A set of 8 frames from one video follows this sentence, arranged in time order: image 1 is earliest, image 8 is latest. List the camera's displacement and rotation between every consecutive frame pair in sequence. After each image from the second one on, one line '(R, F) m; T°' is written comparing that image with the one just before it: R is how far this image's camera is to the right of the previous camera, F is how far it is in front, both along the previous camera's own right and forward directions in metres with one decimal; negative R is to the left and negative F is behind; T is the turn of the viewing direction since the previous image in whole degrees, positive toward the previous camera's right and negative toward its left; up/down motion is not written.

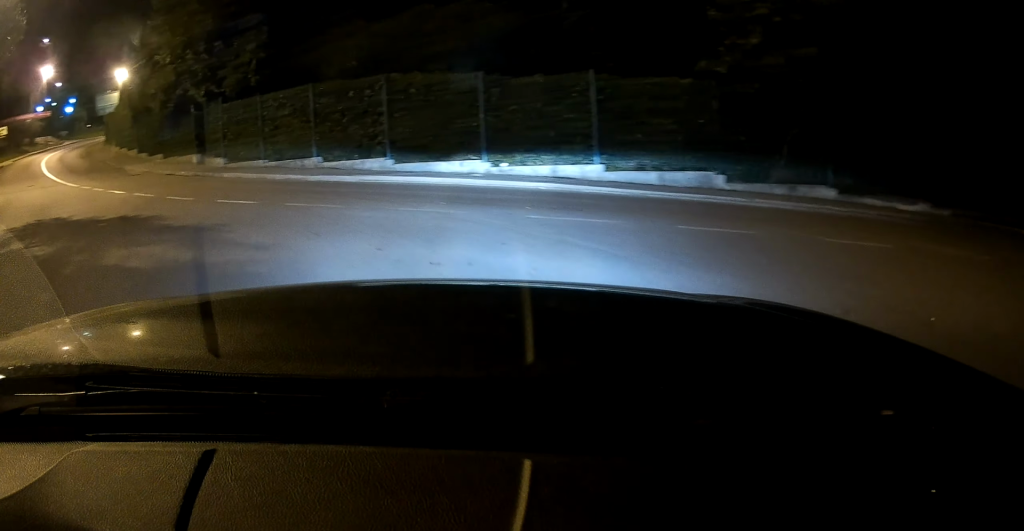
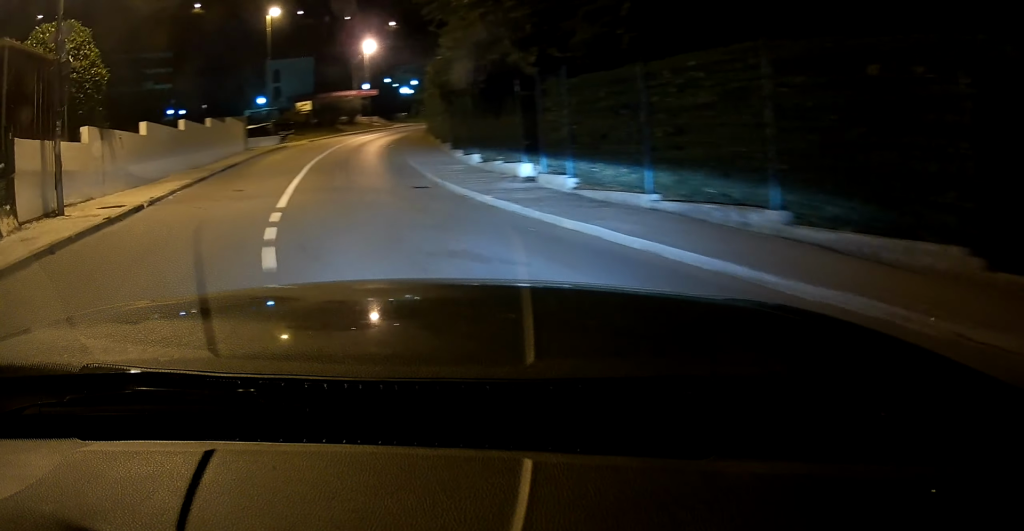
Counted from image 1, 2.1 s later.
(-2.5, +11.0) m; -23°
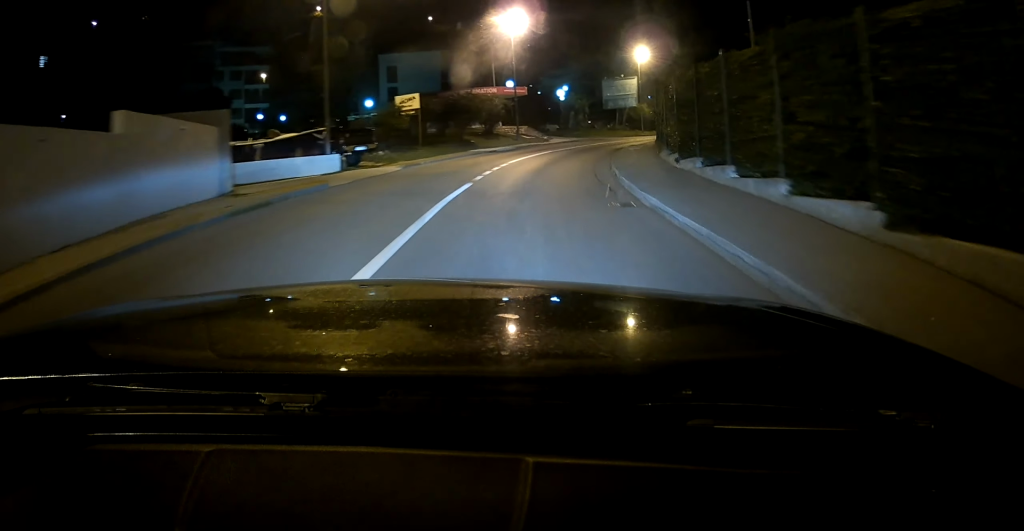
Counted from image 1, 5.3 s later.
(-3.5, +22.2) m; -8°
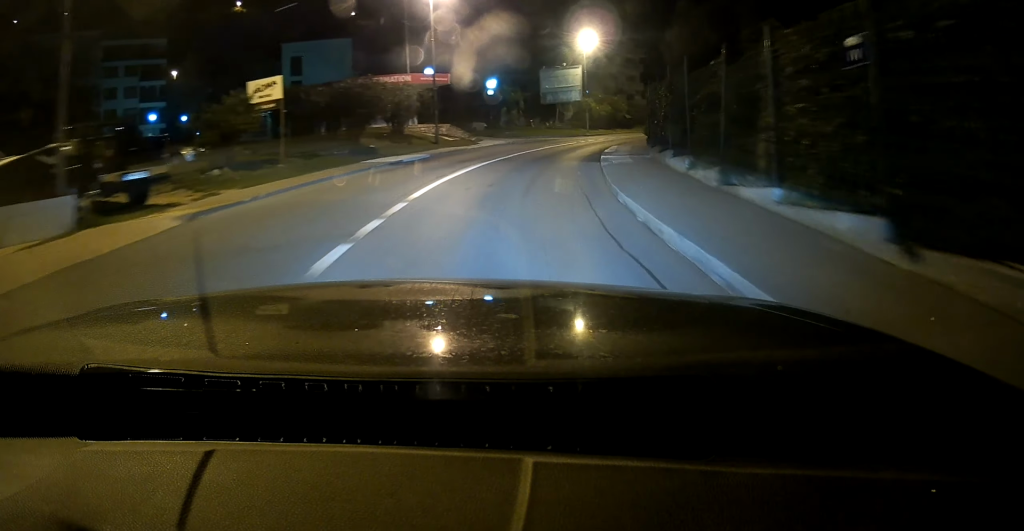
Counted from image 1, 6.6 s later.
(0.0, +10.7) m; +3°
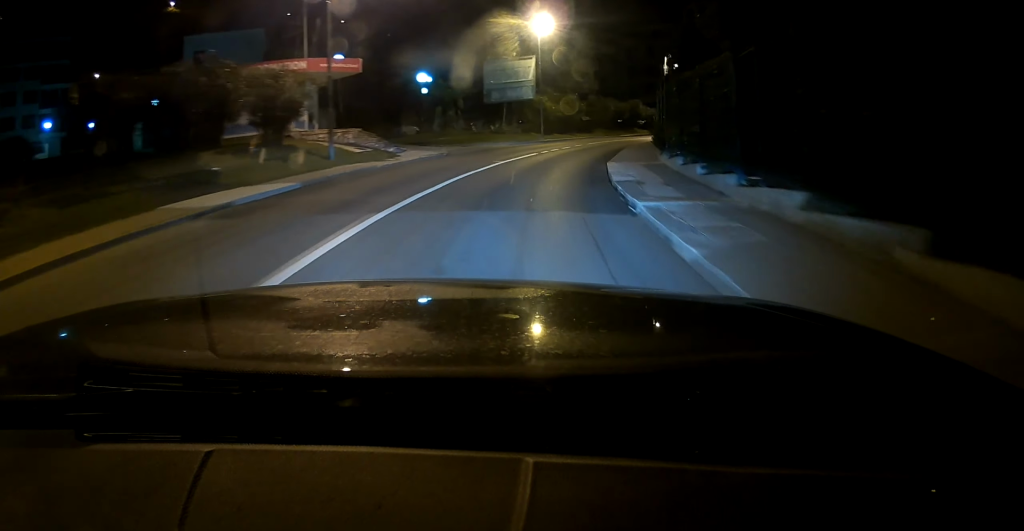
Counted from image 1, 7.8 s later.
(+0.4, +11.0) m; +6°
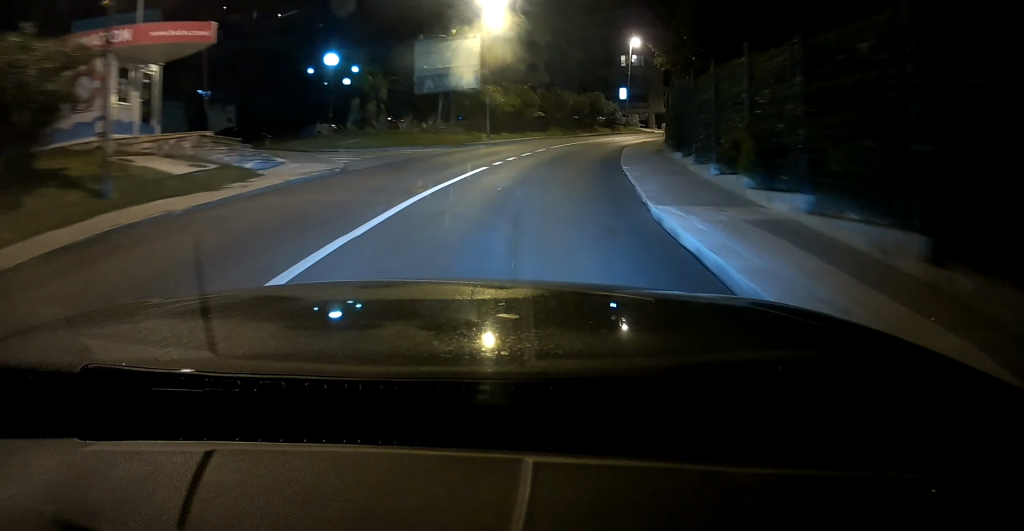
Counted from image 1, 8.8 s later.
(+0.2, +9.9) m; +5°
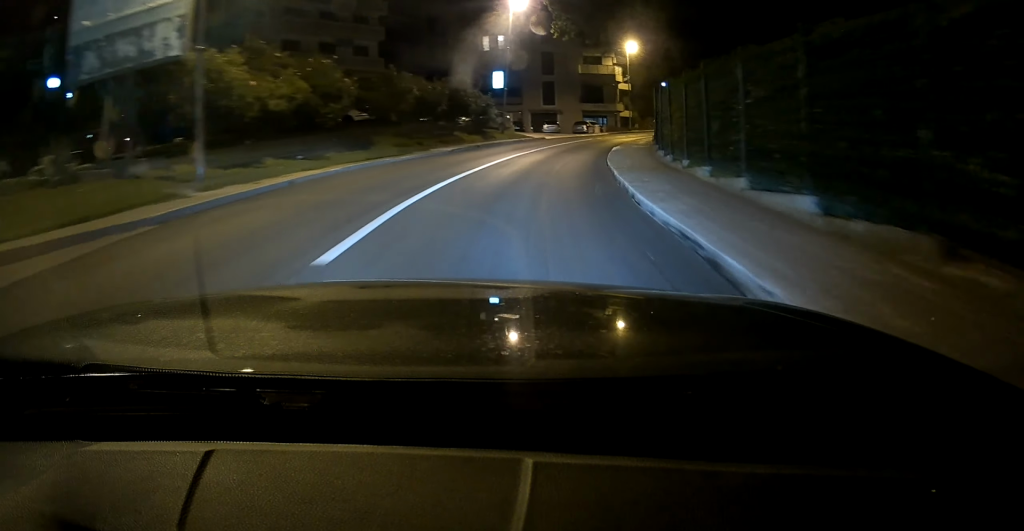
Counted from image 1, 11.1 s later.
(+3.0, +22.3) m; +13°
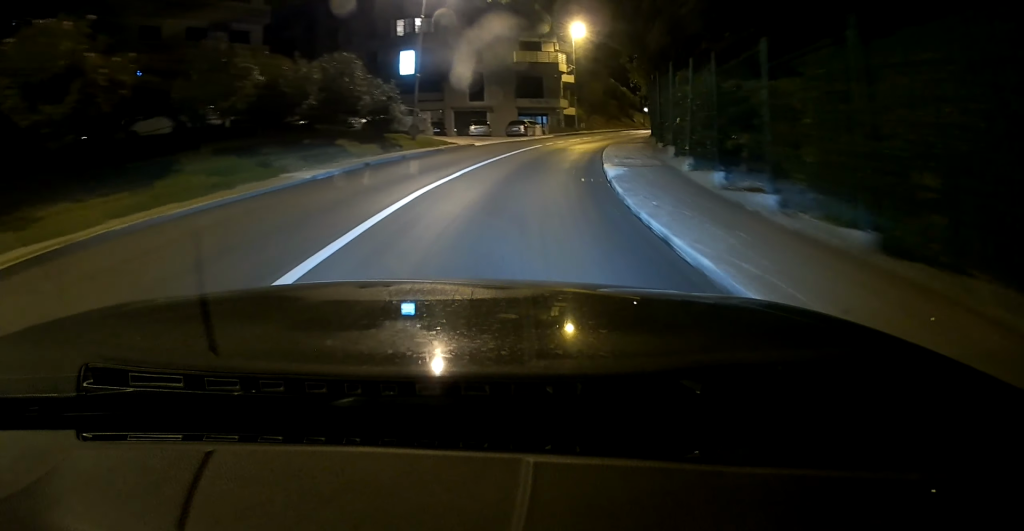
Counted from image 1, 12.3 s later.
(+0.4, +12.0) m; +6°
